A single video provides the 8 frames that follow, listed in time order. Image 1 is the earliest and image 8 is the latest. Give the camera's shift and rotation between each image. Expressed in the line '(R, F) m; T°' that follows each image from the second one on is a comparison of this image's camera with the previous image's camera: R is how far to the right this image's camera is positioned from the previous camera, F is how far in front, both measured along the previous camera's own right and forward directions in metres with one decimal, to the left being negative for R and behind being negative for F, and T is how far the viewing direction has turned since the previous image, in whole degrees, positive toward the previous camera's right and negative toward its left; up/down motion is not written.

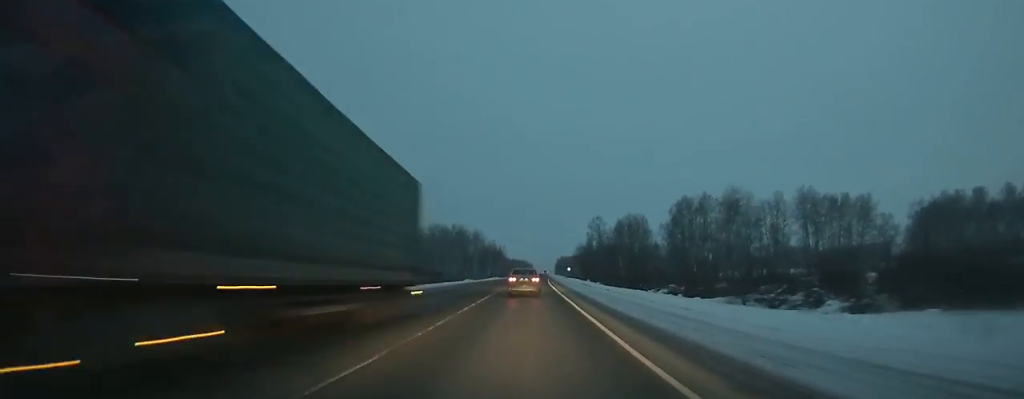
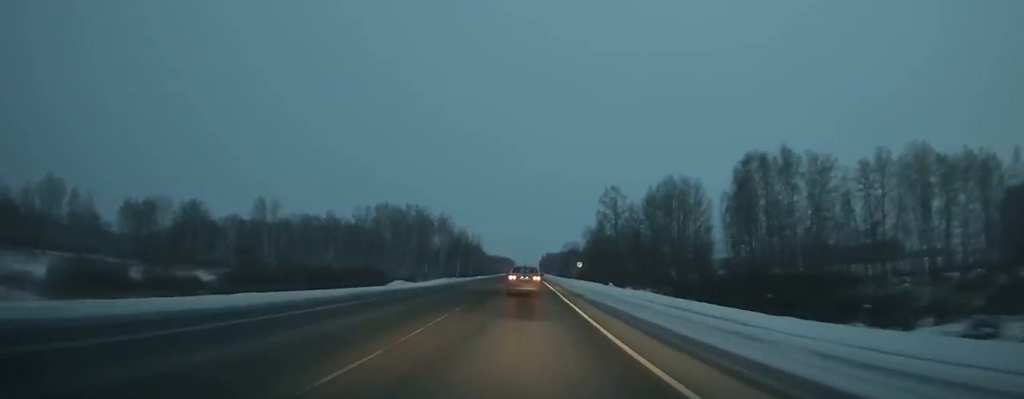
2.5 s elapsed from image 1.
(+0.4, +60.9) m; +1°
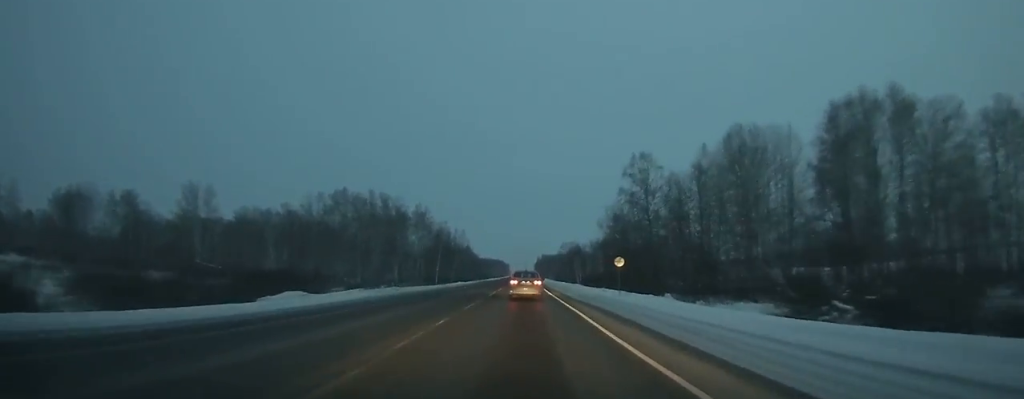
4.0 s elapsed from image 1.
(+0.3, +36.4) m; 0°
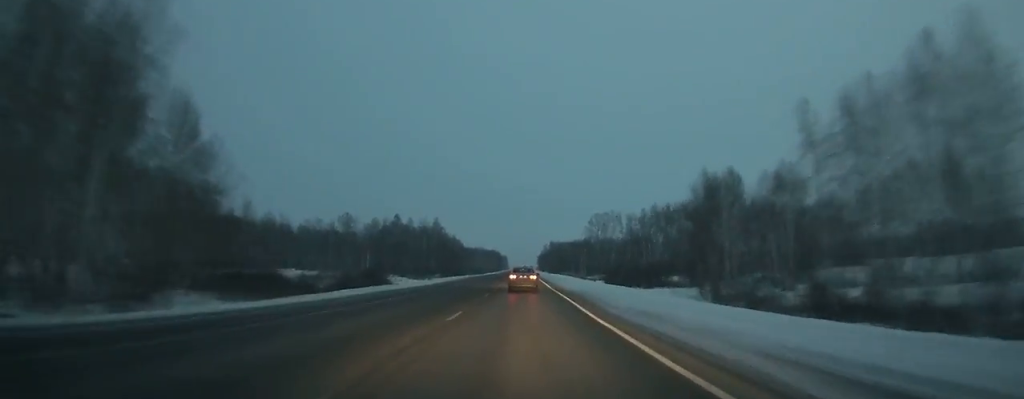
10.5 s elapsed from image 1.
(+0.6, +158.7) m; 0°
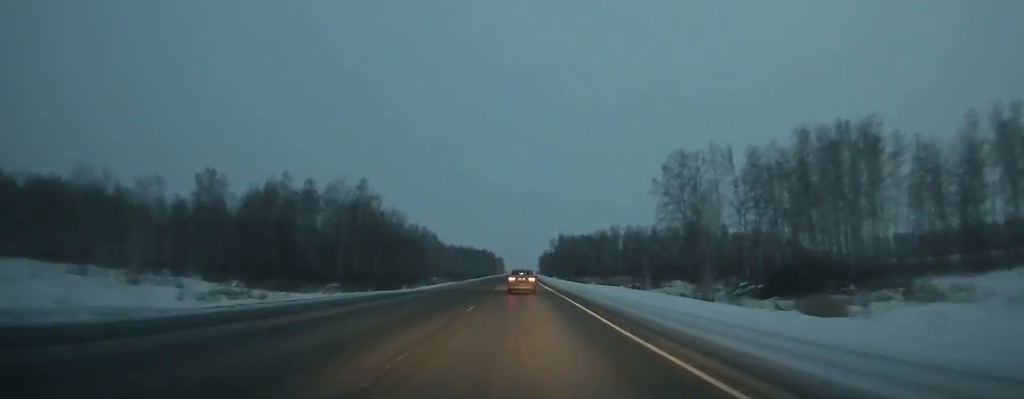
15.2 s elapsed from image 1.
(+0.3, +116.6) m; 0°
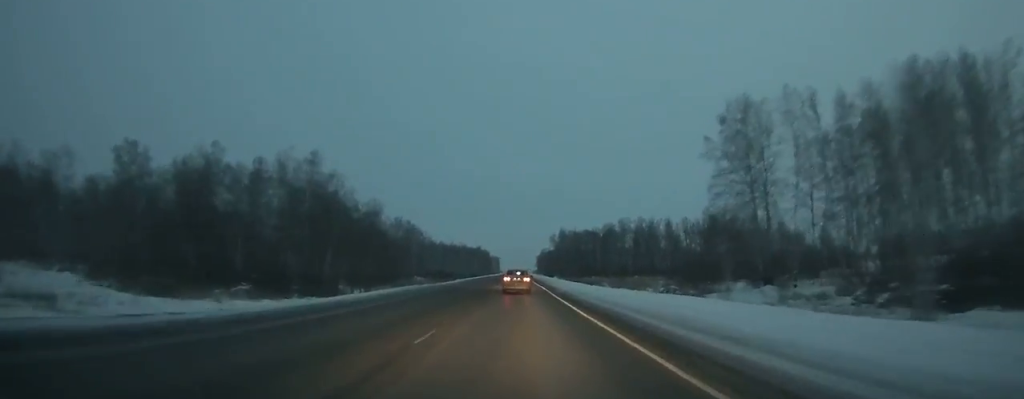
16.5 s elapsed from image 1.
(+0.1, +32.2) m; 0°
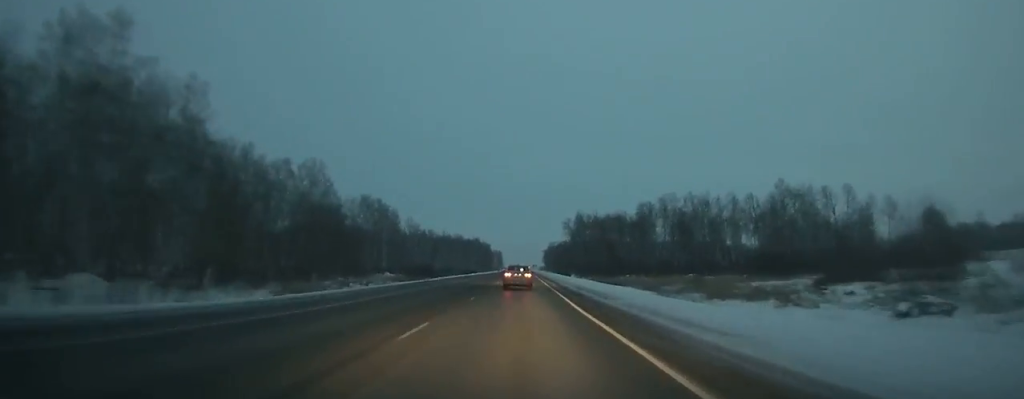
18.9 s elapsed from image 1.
(+0.1, +59.6) m; 0°
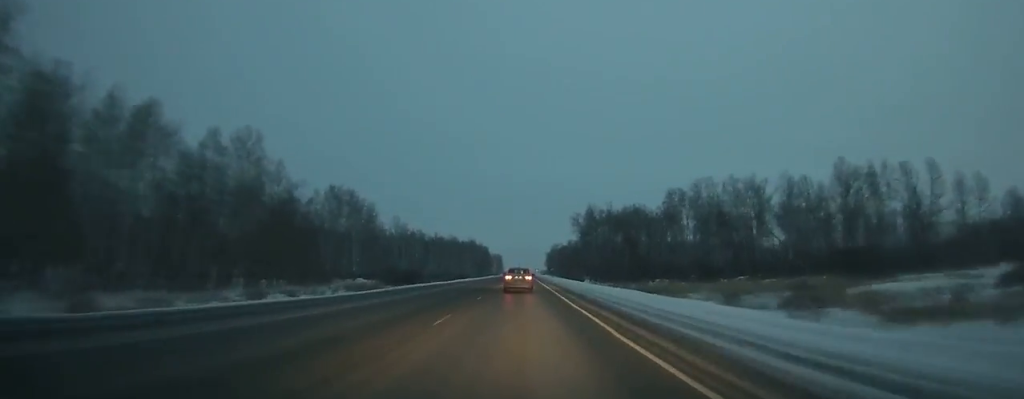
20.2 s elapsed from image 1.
(-0.1, +32.2) m; 0°
